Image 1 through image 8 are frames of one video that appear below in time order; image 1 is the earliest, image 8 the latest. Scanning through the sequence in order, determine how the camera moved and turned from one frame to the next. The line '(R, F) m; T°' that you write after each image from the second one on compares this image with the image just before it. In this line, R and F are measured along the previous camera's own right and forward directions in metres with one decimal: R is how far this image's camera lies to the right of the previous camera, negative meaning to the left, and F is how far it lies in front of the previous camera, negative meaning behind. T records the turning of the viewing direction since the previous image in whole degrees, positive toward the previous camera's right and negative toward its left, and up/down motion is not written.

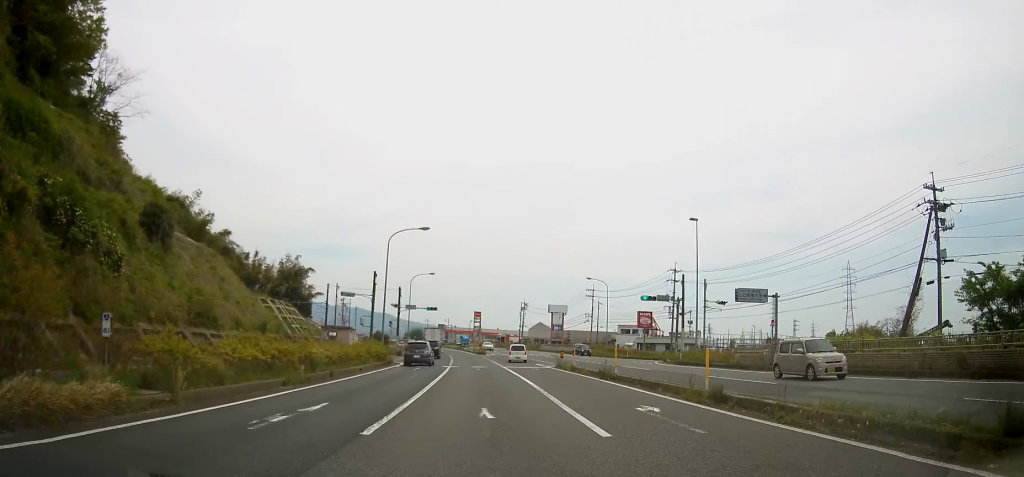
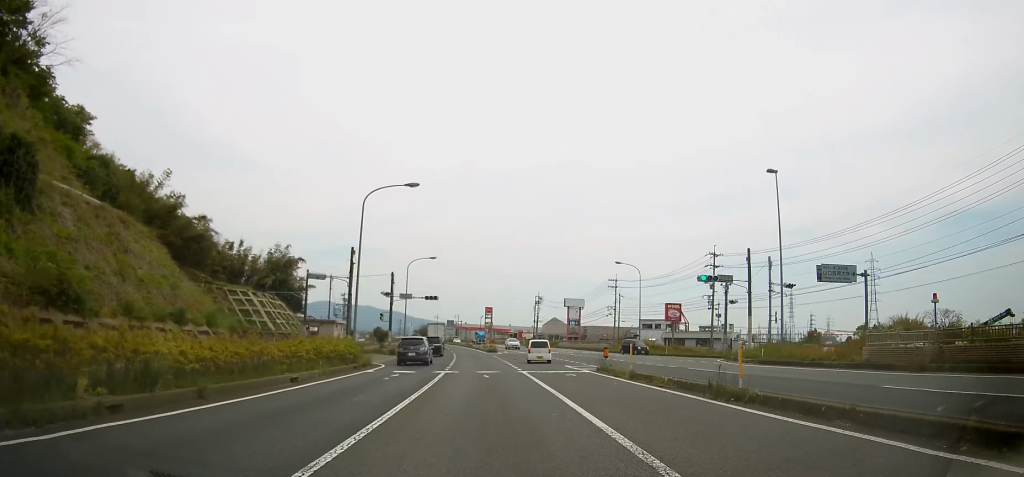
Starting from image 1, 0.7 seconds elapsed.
(-0.1, +11.8) m; -1°
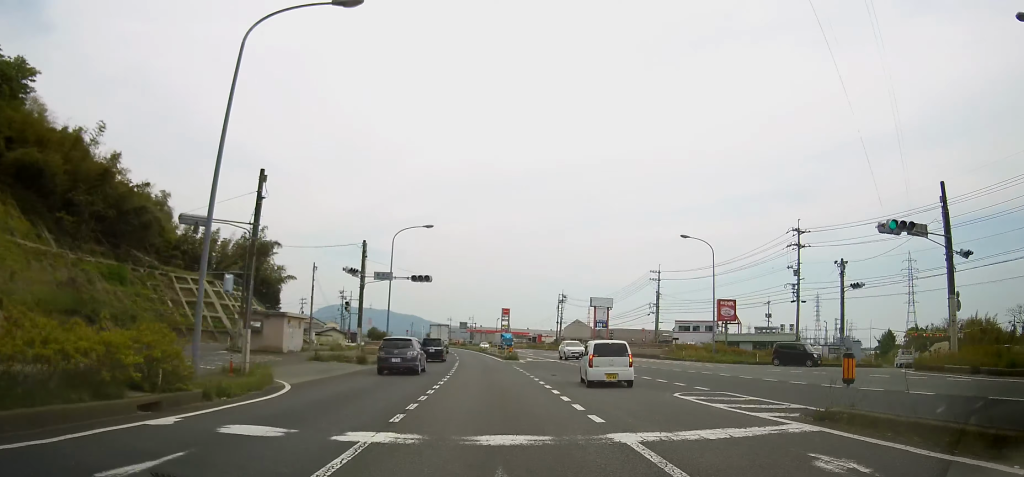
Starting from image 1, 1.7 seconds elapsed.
(-0.4, +18.4) m; -2°
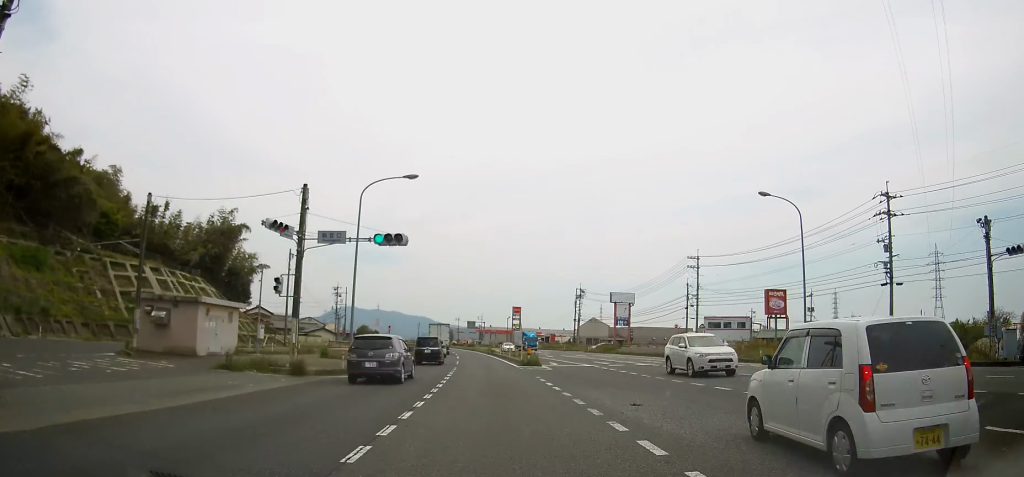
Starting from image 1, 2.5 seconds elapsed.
(0.0, +13.6) m; -1°
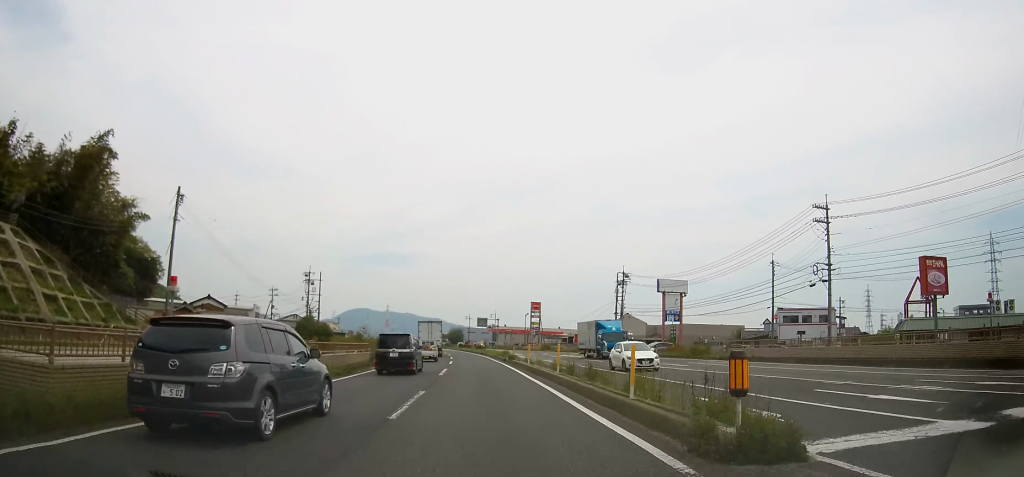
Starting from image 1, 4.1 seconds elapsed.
(-0.6, +29.0) m; -2°
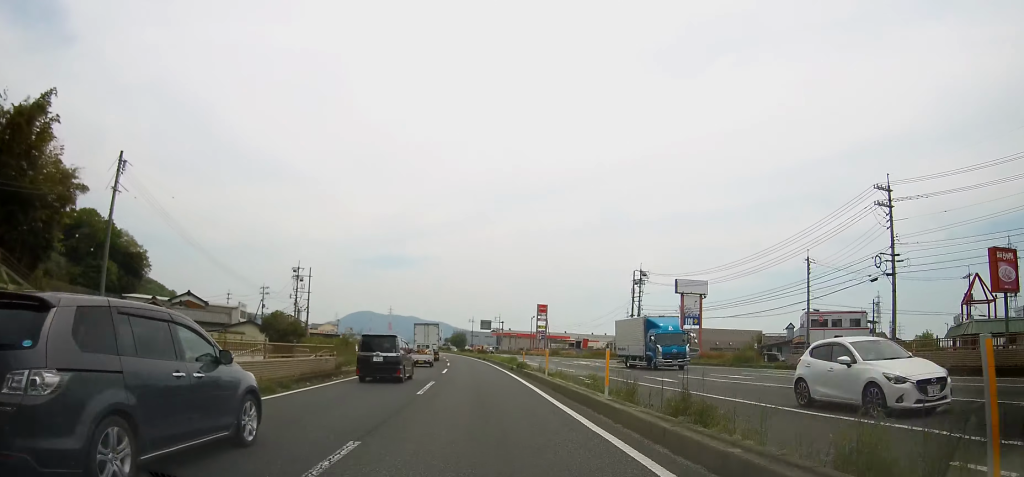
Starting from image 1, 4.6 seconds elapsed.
(0.0, +8.3) m; 0°
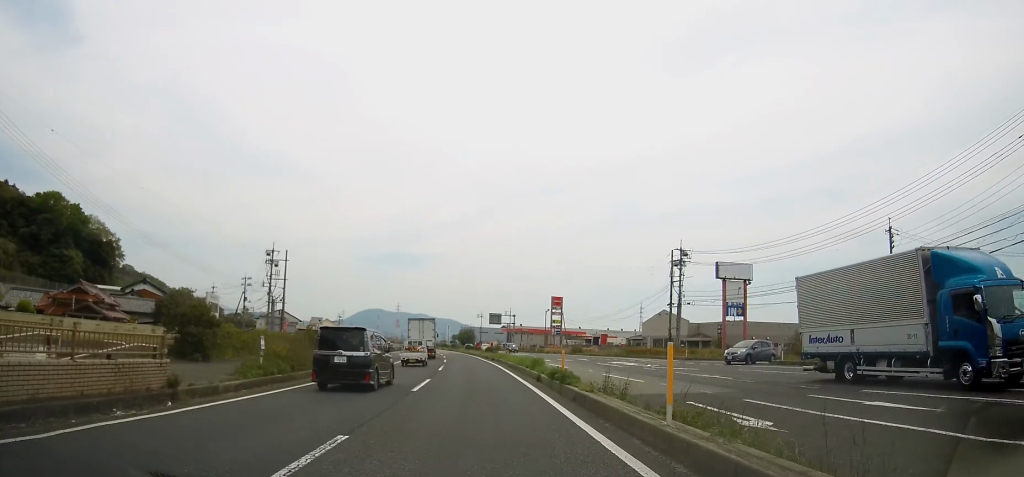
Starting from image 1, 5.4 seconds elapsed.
(0.0, +14.8) m; -1°
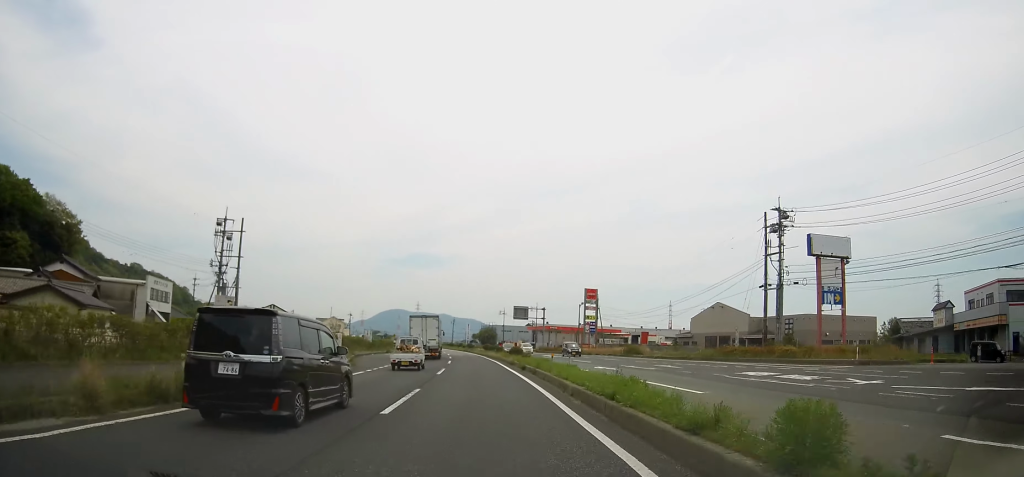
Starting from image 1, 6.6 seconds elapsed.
(-0.4, +20.8) m; -2°
